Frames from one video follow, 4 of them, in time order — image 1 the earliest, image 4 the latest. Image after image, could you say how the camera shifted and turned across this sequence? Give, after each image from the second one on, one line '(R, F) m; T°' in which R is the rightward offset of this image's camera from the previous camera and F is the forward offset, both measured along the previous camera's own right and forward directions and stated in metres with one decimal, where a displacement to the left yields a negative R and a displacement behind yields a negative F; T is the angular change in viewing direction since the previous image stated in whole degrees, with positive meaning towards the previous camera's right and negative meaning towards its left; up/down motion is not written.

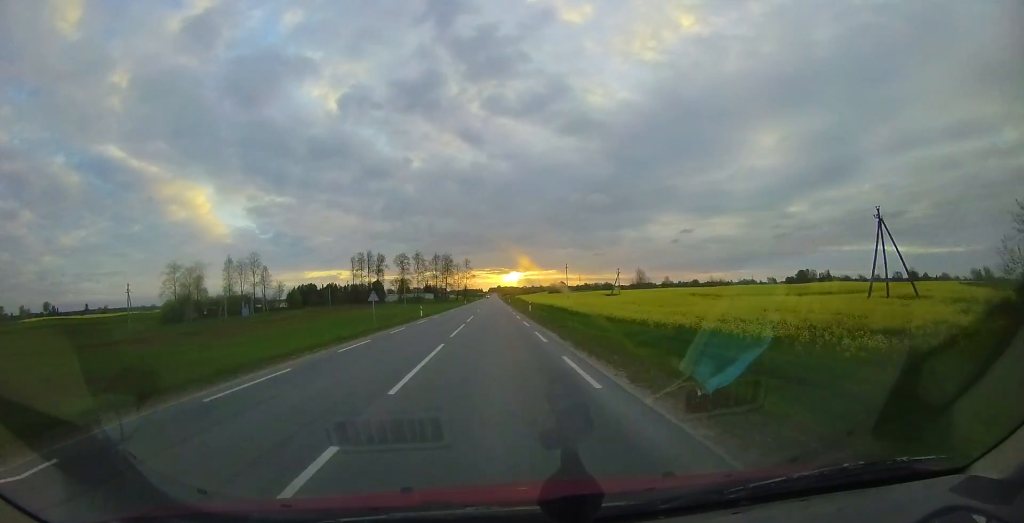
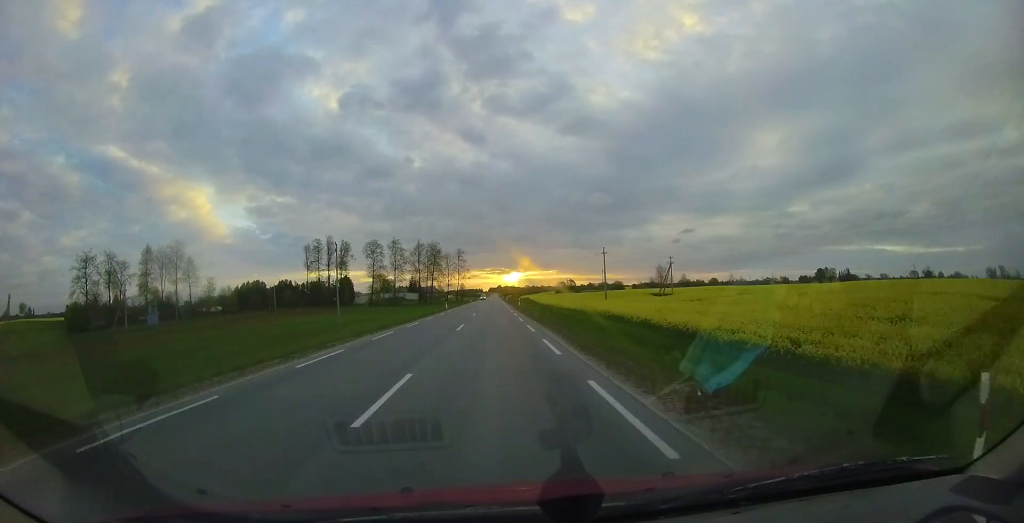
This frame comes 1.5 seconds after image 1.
(-0.4, +32.9) m; -2°
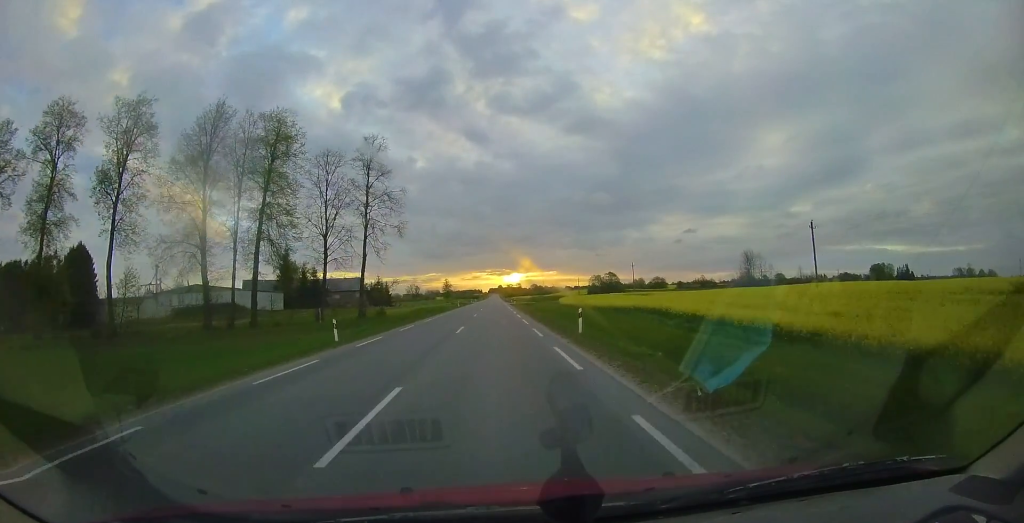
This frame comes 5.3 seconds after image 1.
(-1.4, +87.2) m; 0°
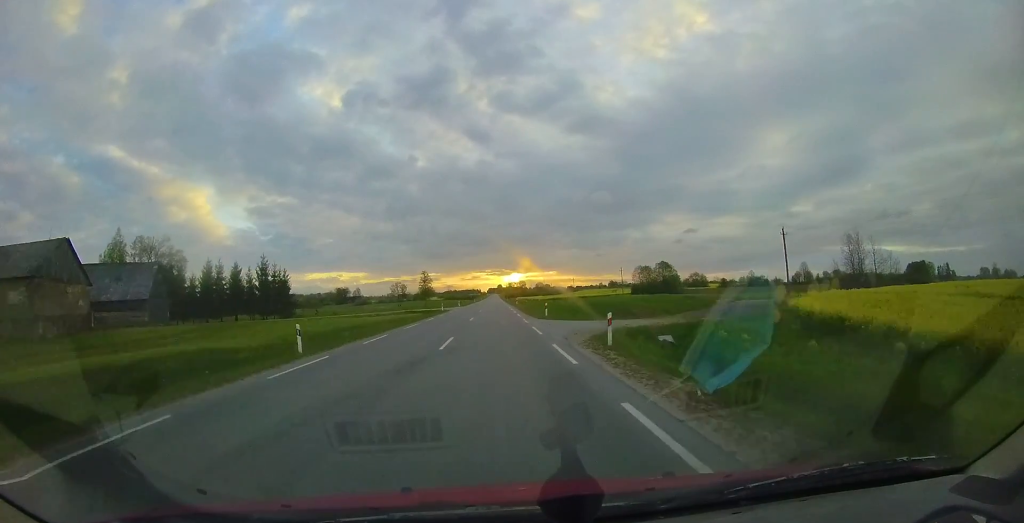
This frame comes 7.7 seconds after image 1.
(+1.3, +54.5) m; +2°
